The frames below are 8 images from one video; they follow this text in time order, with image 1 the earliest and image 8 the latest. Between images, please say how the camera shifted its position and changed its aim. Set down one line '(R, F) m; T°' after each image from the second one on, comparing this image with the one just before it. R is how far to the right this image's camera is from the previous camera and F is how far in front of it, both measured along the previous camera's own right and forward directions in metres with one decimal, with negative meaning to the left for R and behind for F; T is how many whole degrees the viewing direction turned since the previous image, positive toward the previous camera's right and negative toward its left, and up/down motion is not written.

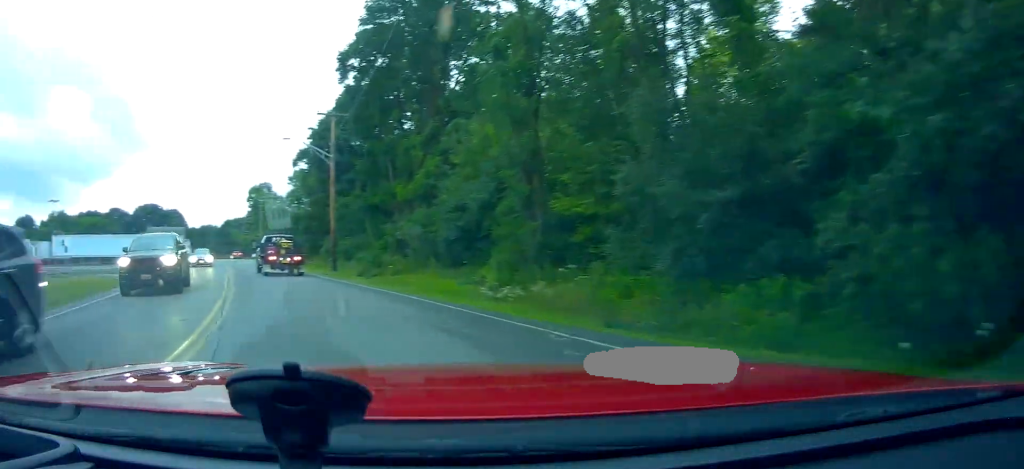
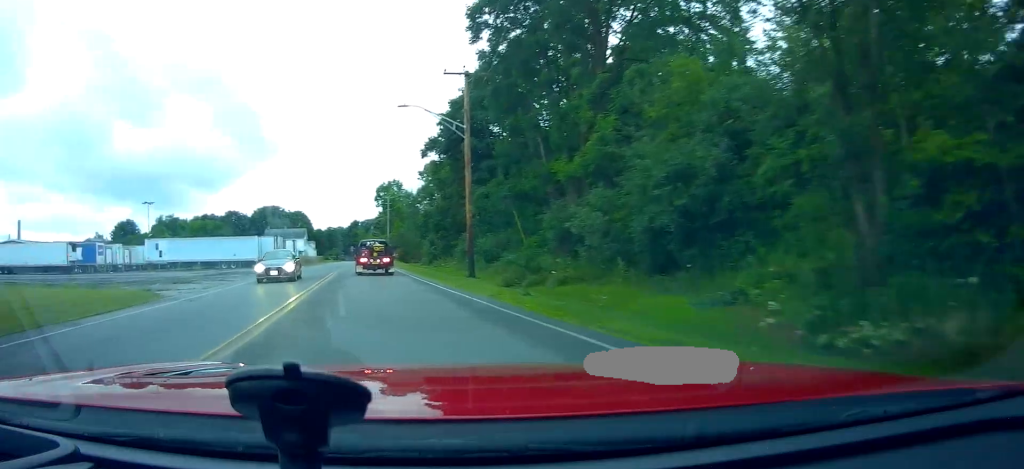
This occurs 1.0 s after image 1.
(-1.5, +8.2) m; -19°
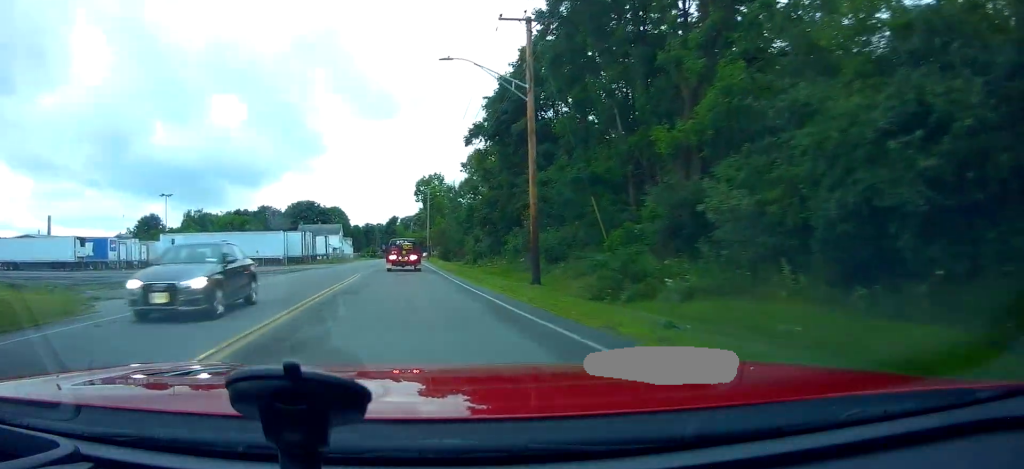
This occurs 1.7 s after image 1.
(-1.0, +6.5) m; -8°
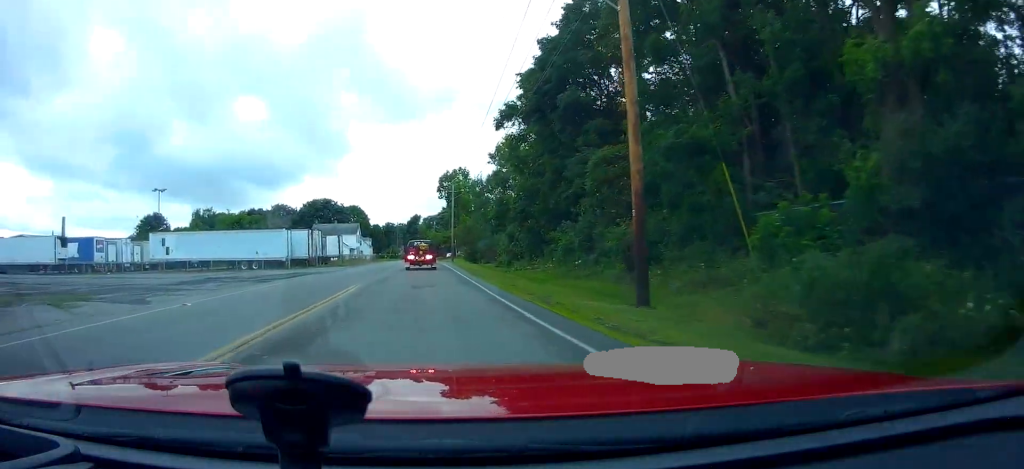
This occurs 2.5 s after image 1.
(+0.2, +8.9) m; -2°
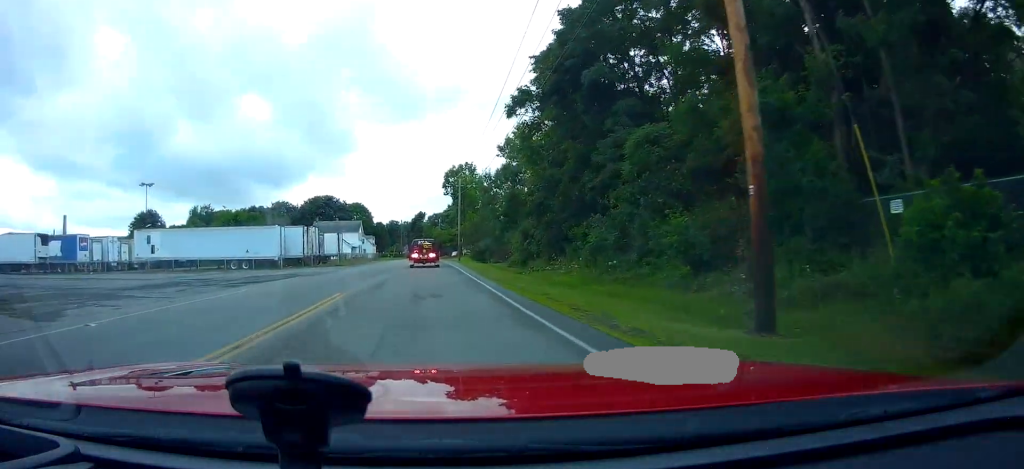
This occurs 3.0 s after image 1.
(-0.2, +4.9) m; 0°
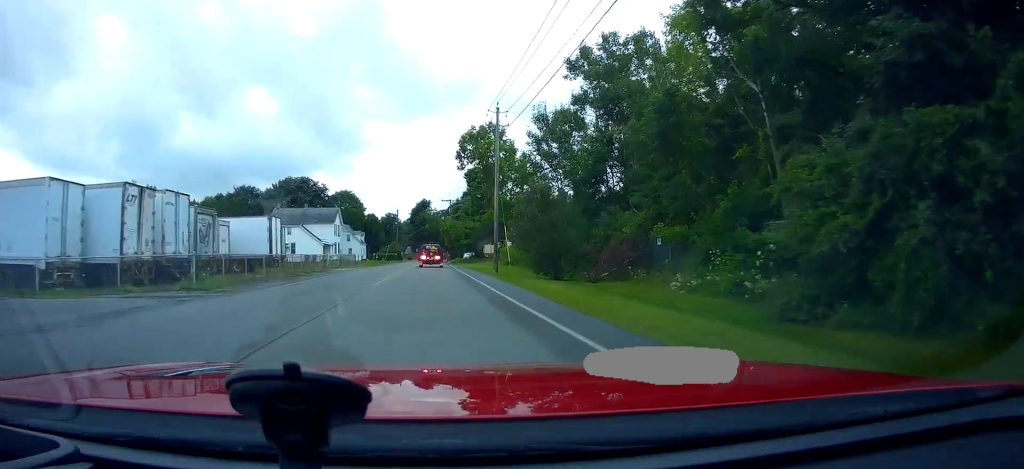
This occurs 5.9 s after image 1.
(+0.8, +34.2) m; +2°
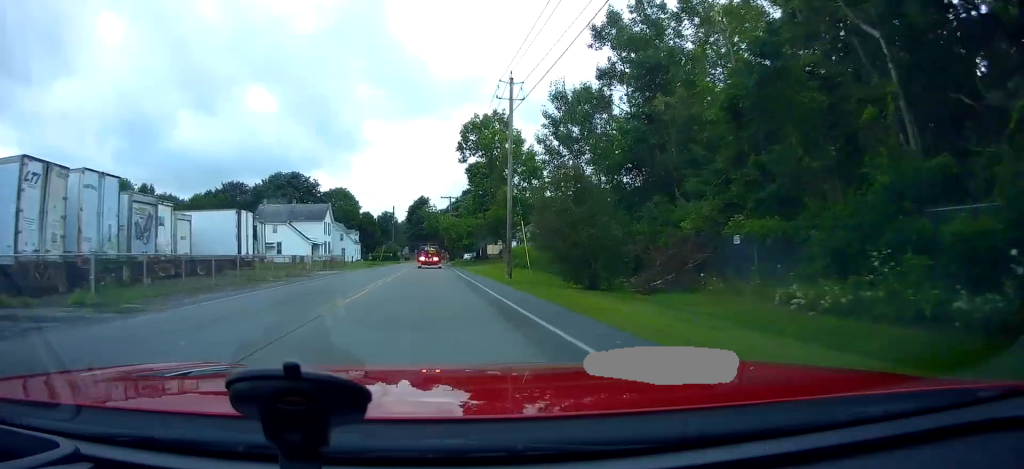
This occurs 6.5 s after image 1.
(-0.1, +6.1) m; 0°
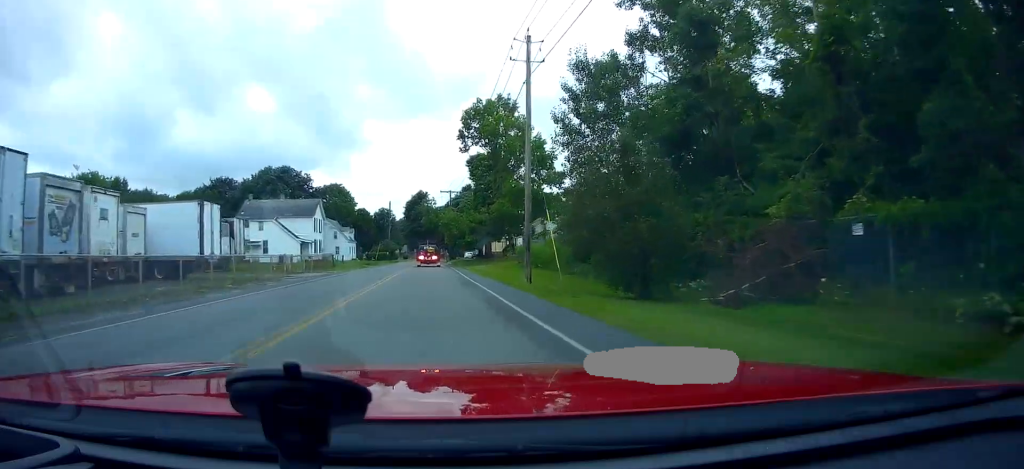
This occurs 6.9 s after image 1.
(+0.1, +5.0) m; +1°
